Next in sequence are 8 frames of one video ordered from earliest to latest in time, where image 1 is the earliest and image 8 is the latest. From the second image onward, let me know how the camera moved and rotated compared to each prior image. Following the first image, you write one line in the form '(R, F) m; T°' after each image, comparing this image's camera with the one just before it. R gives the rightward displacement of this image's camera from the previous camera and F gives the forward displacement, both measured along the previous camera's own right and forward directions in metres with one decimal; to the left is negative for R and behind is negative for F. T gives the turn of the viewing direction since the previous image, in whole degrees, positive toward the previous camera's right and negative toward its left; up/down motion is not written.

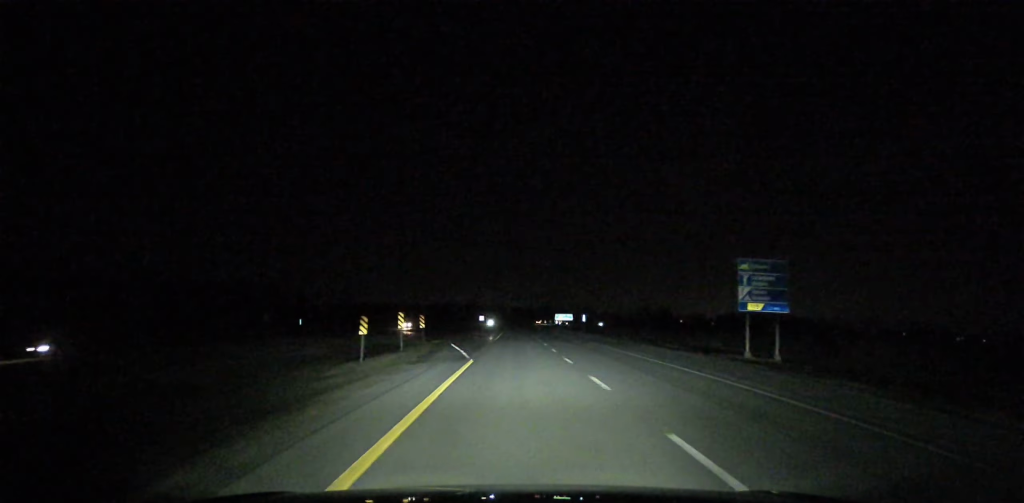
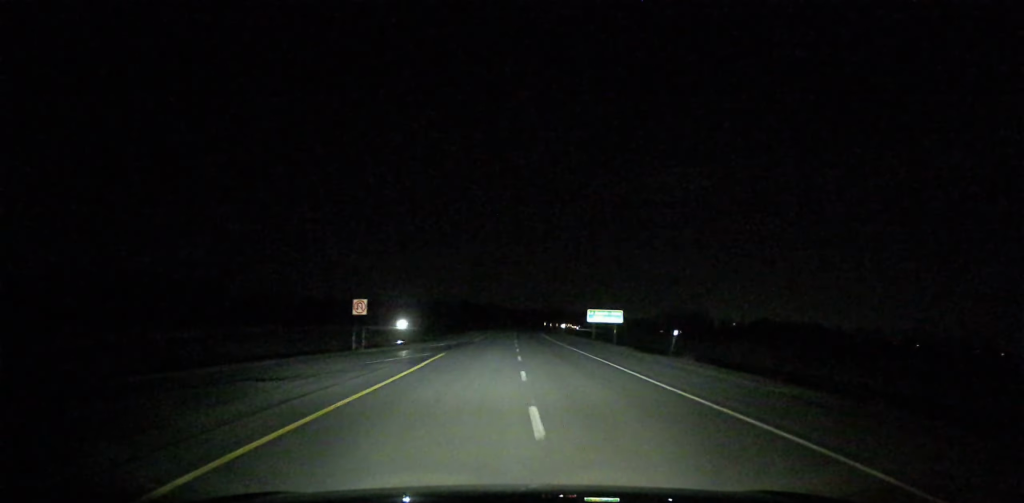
(0.0, +112.6) m; +1°
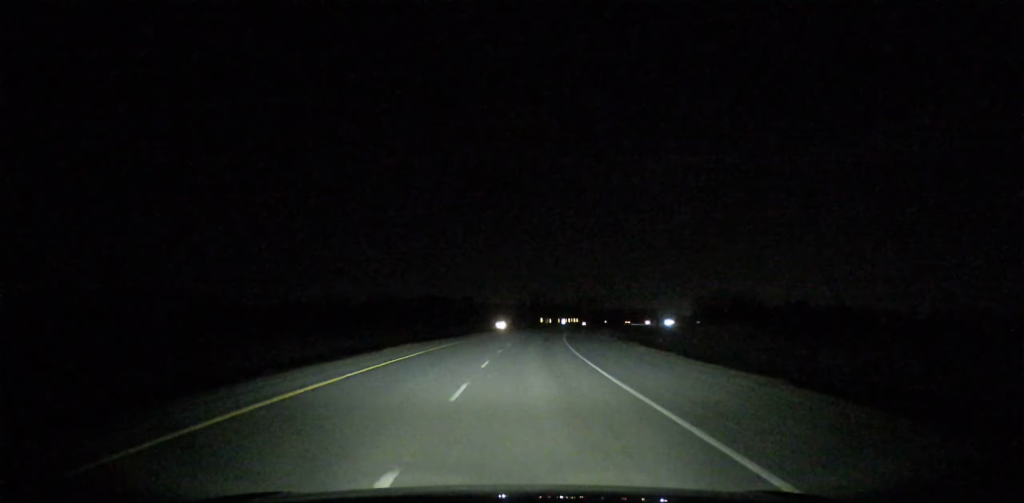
(+2.9, +119.8) m; +4°
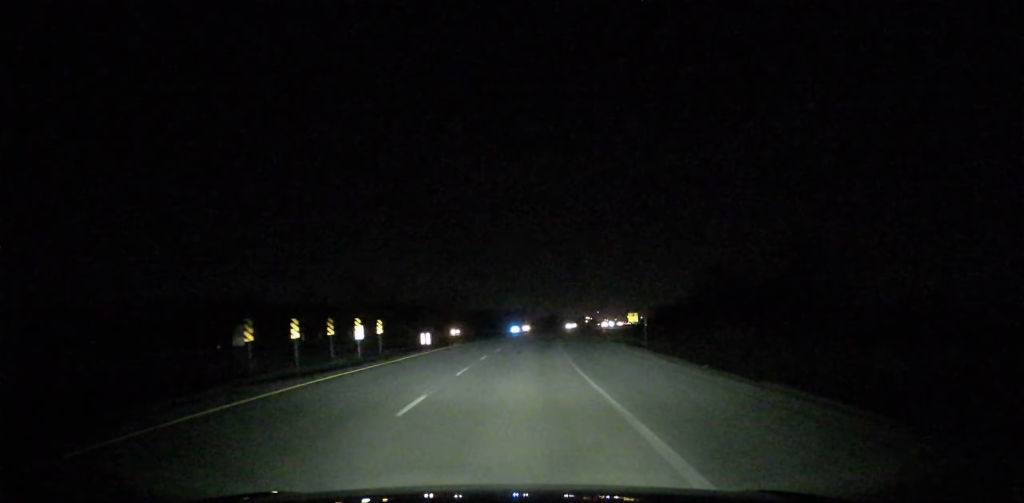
(+14.1, +184.0) m; +10°
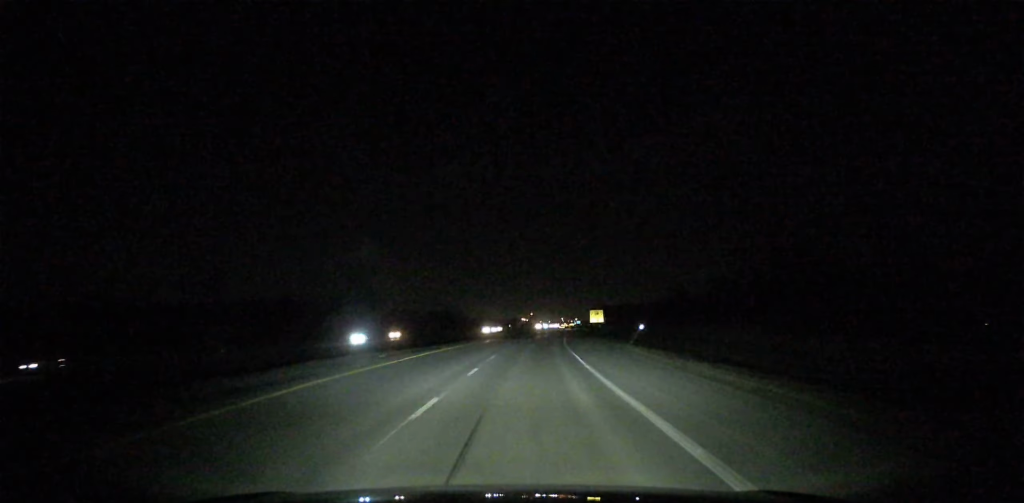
(+4.1, +81.5) m; +3°
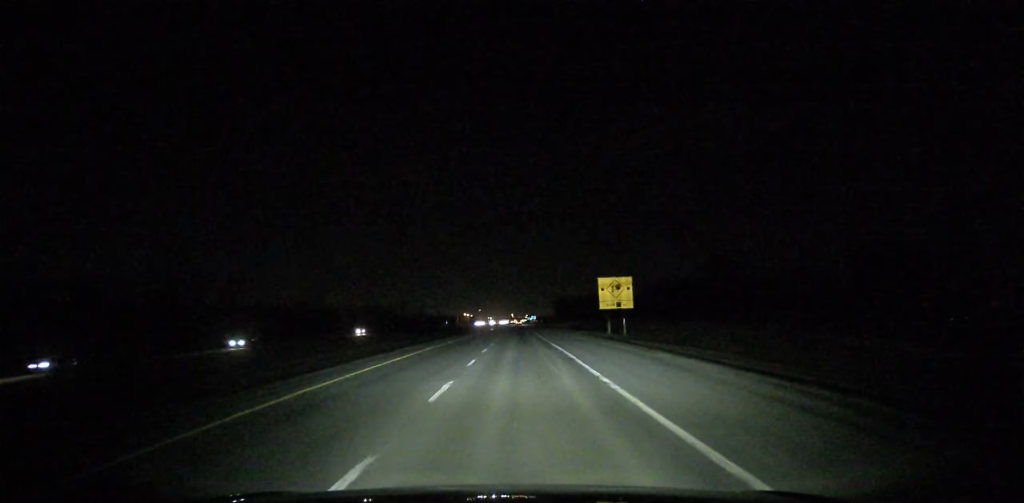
(+6.5, +132.1) m; +3°
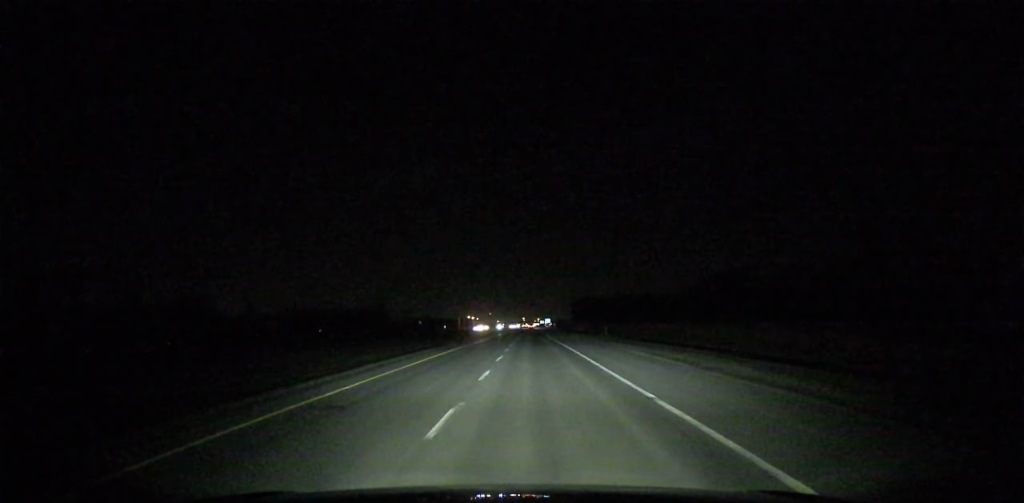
(+0.8, +77.4) m; 0°
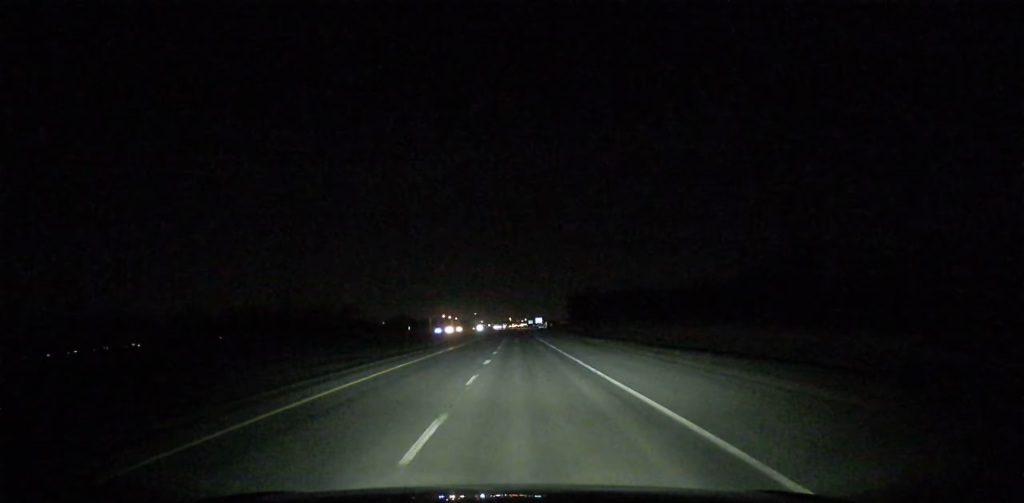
(+0.4, +83.2) m; 0°
